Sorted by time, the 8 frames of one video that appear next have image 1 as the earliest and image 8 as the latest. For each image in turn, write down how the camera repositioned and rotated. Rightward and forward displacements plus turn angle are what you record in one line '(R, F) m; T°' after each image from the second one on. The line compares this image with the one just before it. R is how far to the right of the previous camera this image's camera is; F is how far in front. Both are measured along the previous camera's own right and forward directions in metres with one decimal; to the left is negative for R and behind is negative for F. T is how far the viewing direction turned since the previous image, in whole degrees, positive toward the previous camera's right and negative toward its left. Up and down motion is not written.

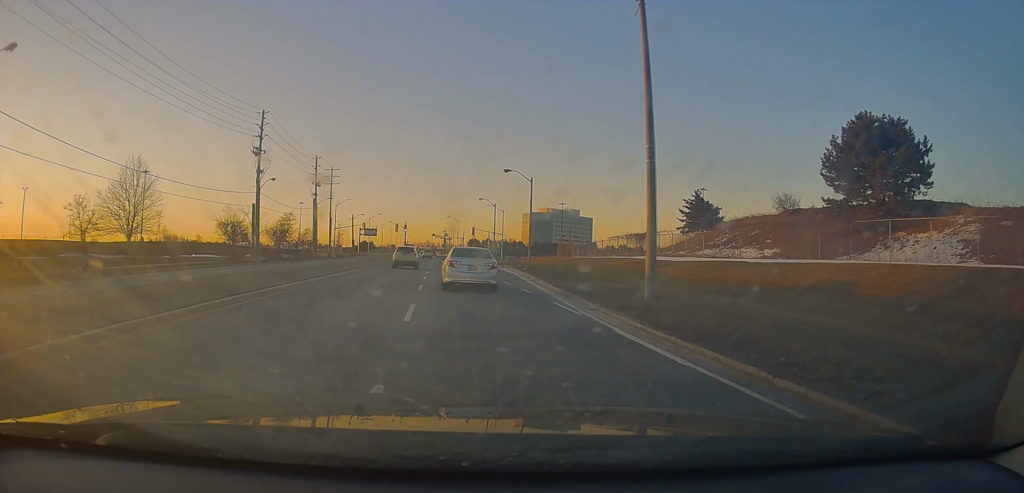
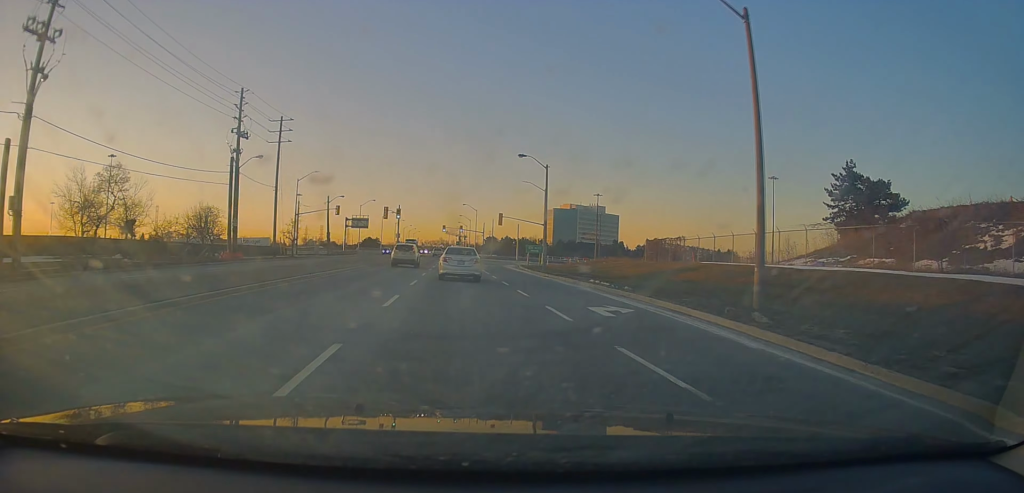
(-0.2, +38.2) m; -2°
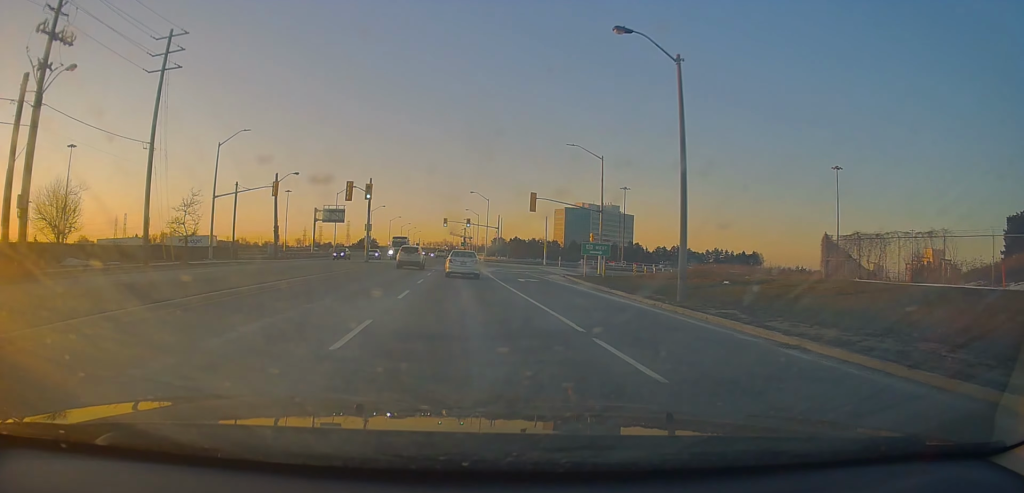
(-0.7, +30.1) m; 0°
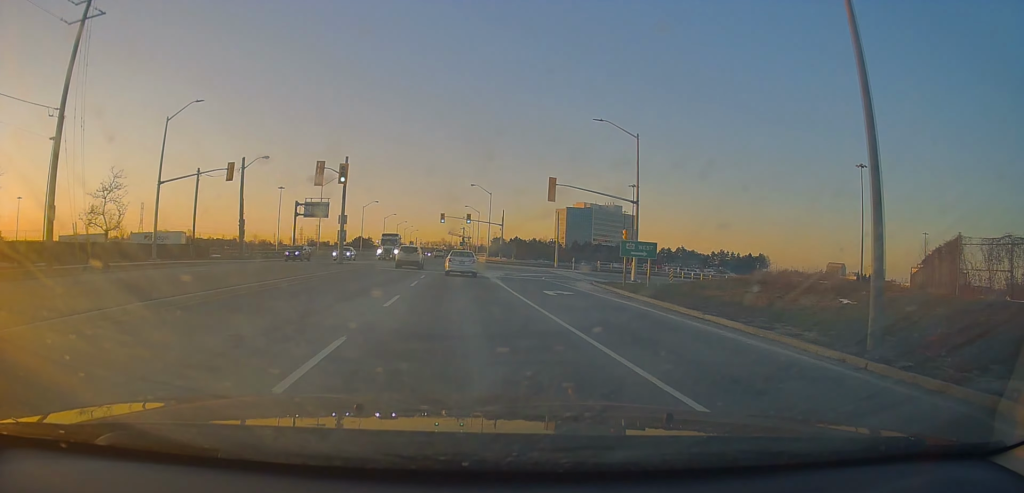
(0.0, +10.4) m; 0°
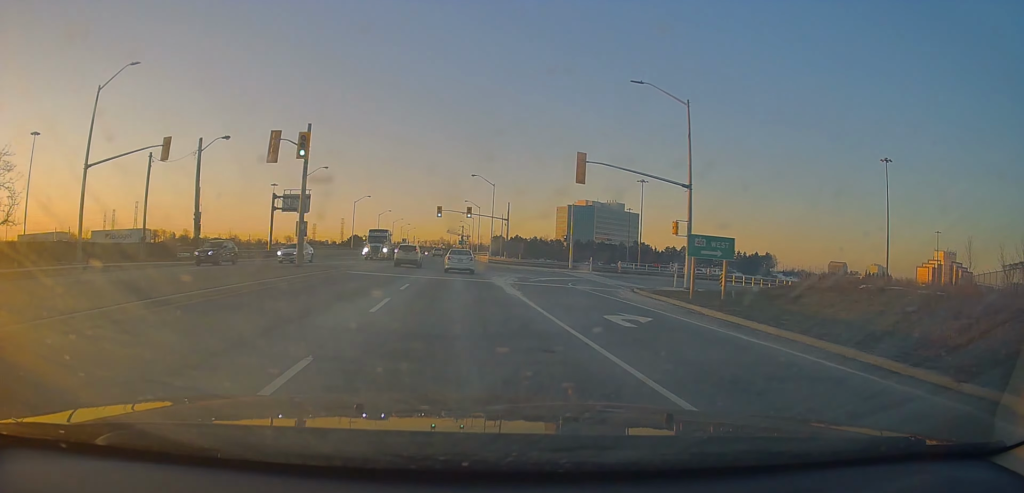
(+0.4, +9.5) m; 0°
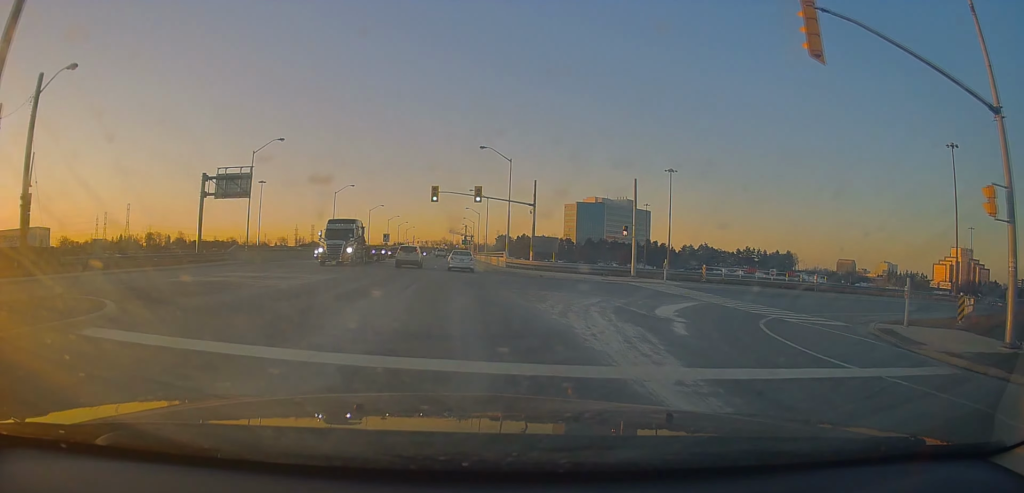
(-0.5, +20.9) m; -1°
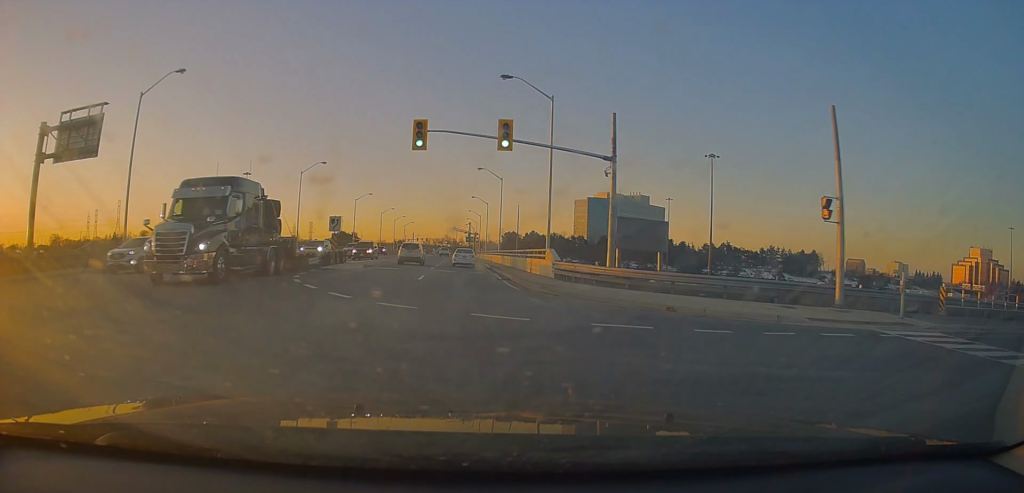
(+0.3, +23.2) m; 0°
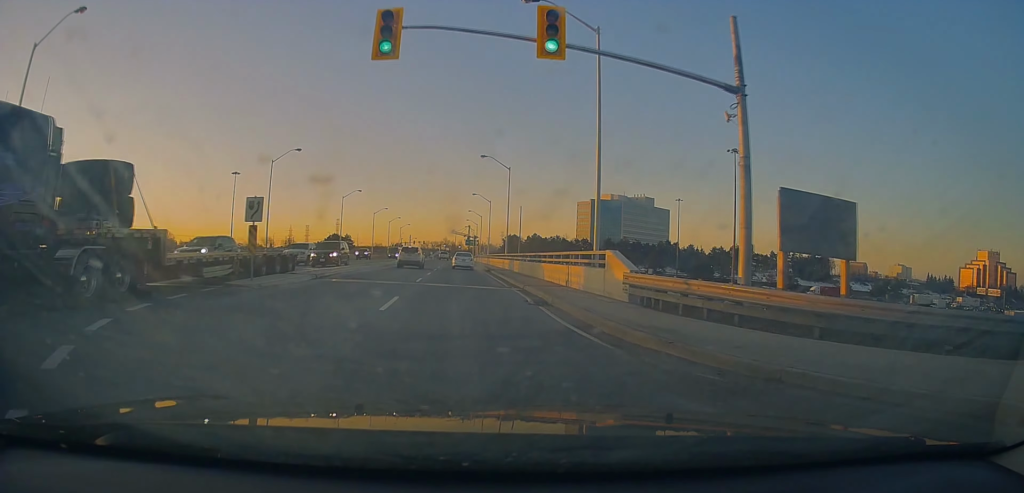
(-0.4, +11.7) m; 0°
